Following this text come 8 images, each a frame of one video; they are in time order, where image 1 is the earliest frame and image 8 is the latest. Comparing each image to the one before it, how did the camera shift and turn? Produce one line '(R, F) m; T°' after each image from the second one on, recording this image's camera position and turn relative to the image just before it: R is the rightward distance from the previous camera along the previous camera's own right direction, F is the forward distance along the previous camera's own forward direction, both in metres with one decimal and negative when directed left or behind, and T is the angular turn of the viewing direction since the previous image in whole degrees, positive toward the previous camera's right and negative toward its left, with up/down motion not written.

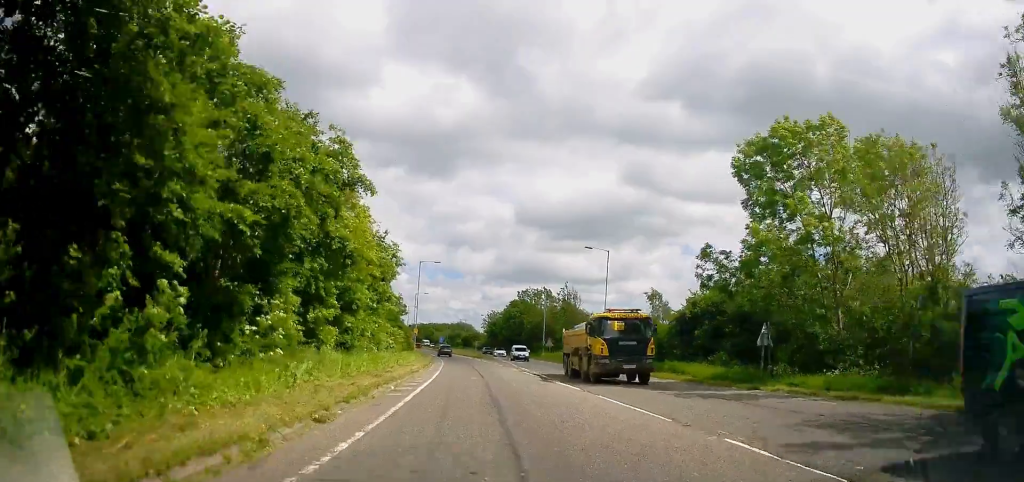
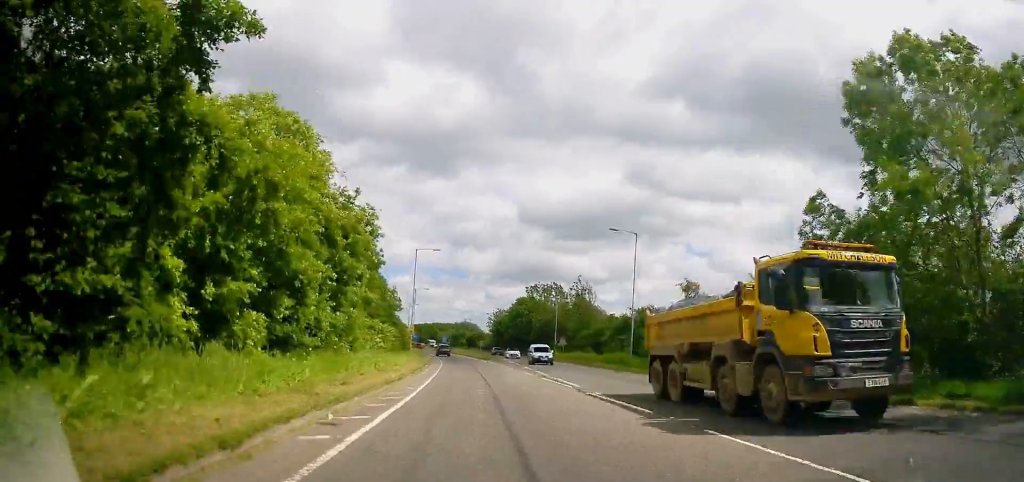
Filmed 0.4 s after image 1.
(+0.1, +8.1) m; 0°
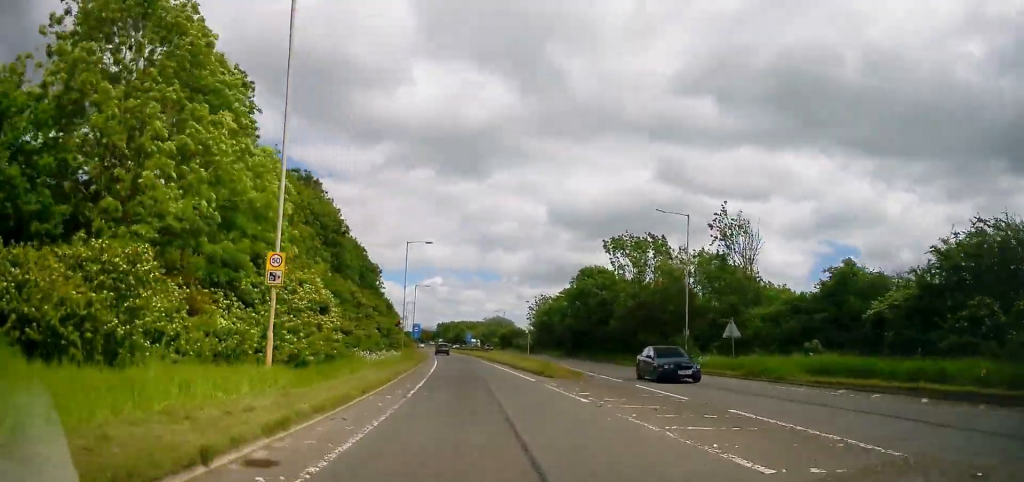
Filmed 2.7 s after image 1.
(-1.3, +42.1) m; -3°
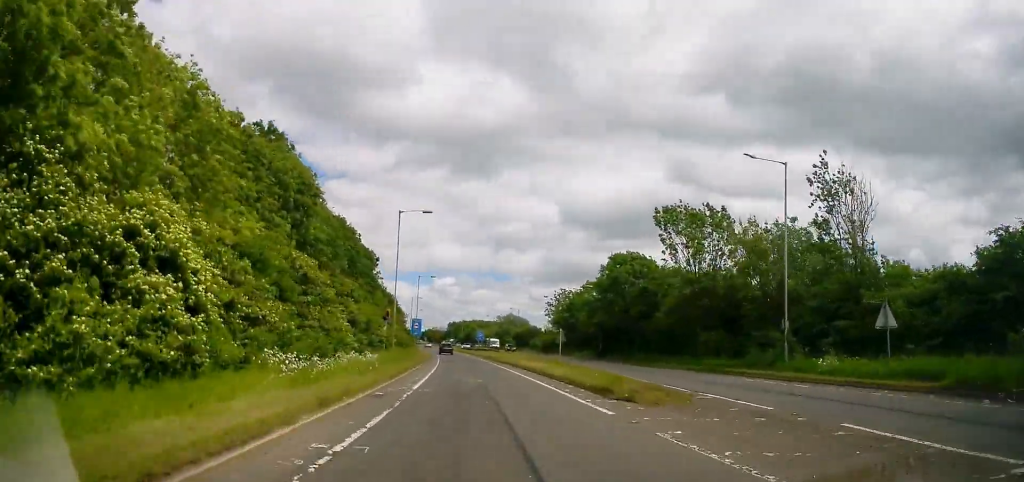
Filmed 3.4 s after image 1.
(-0.2, +12.0) m; -1°
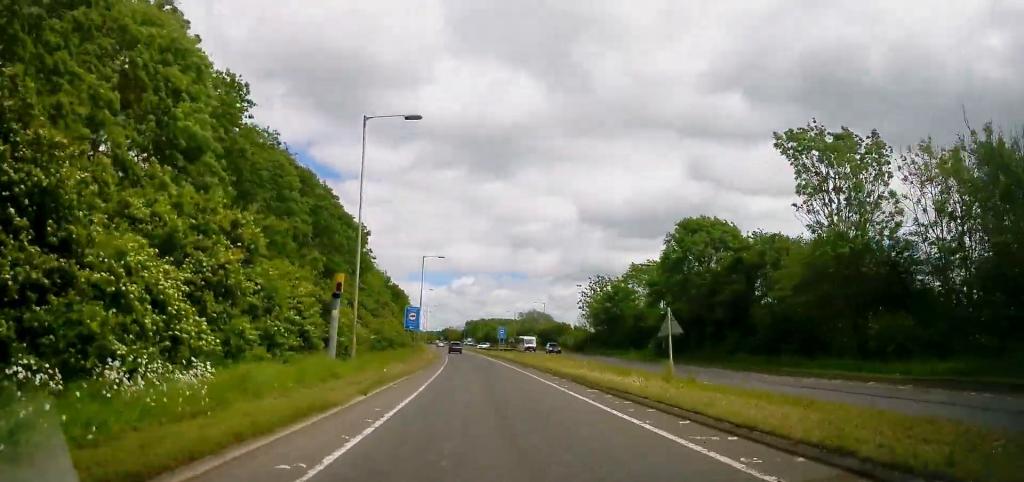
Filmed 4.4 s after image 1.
(-0.1, +17.2) m; -2°
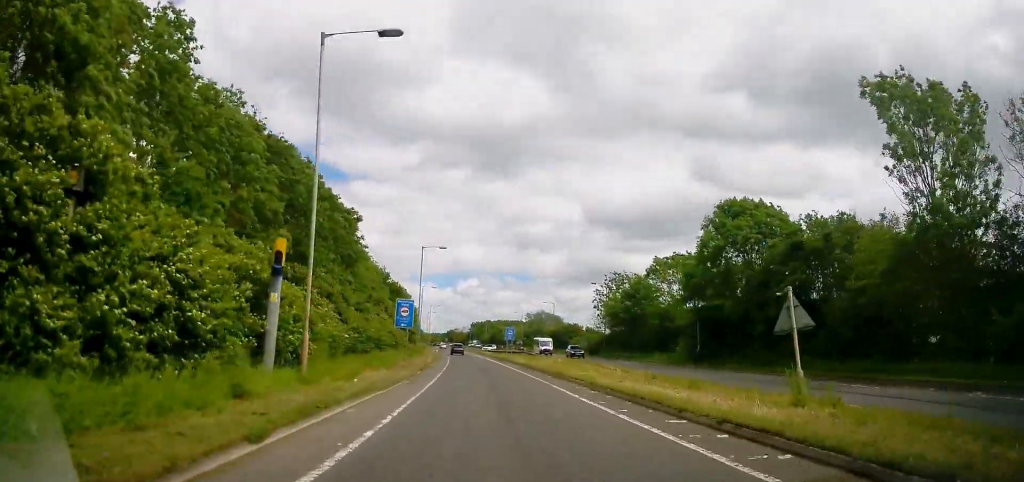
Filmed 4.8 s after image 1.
(-0.2, +6.9) m; -1°
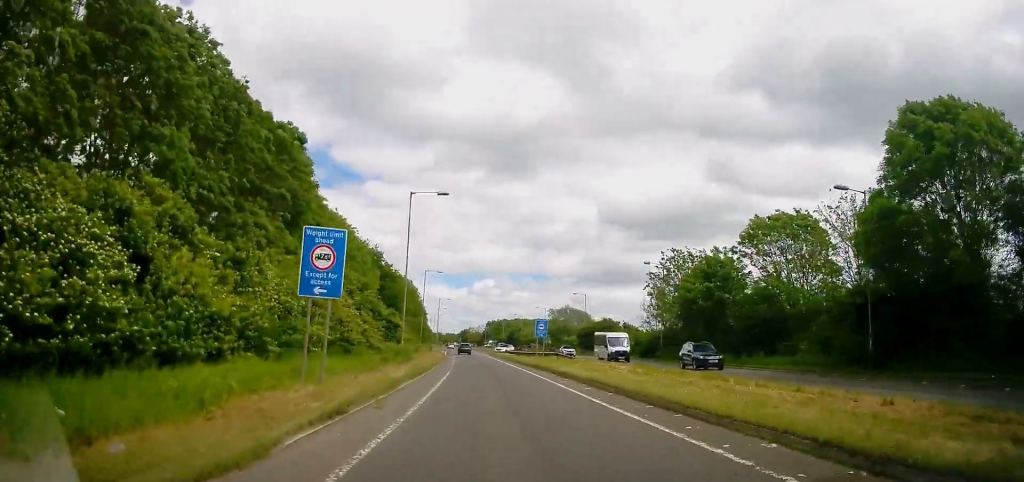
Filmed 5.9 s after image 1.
(-0.3, +19.5) m; -1°
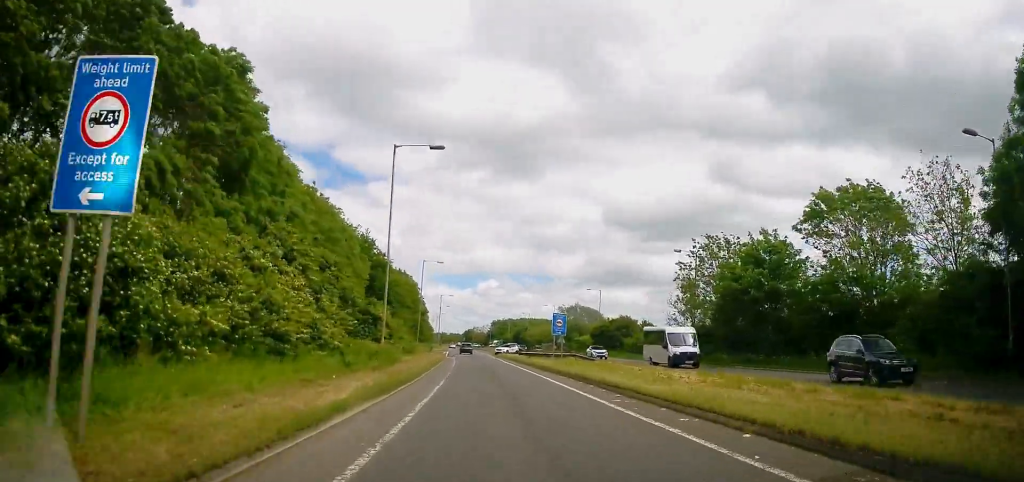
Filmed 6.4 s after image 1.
(0.0, +8.5) m; 0°
